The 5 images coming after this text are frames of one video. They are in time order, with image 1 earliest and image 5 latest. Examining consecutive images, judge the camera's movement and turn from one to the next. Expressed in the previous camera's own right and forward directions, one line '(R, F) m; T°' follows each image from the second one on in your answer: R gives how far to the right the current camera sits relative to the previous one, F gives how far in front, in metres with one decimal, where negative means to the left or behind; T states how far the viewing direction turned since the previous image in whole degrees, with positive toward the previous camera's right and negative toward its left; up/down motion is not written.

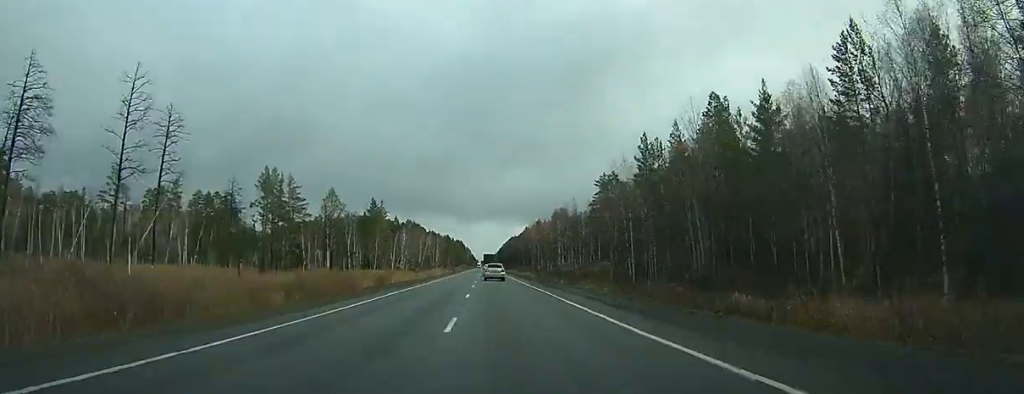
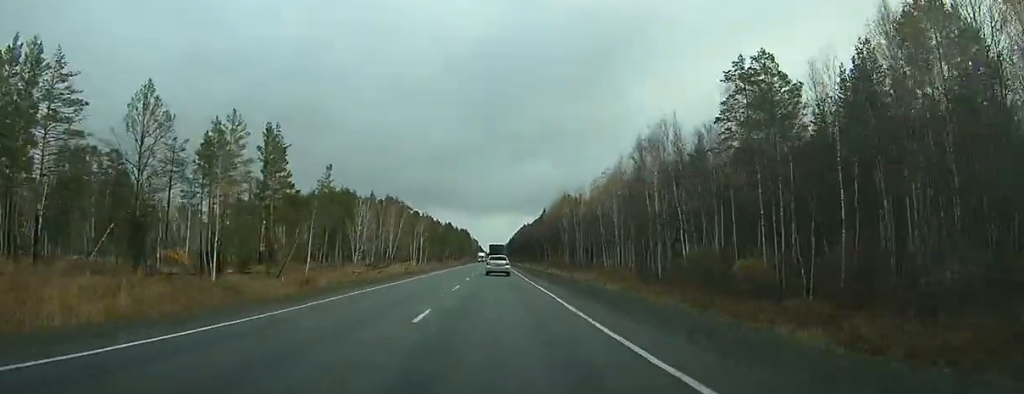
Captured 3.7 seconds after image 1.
(-1.0, +89.1) m; -1°
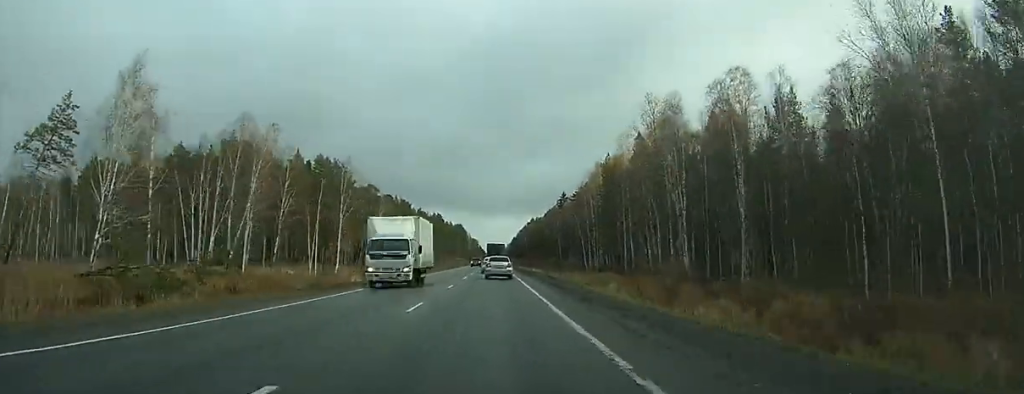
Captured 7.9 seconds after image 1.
(+0.7, +91.0) m; +1°
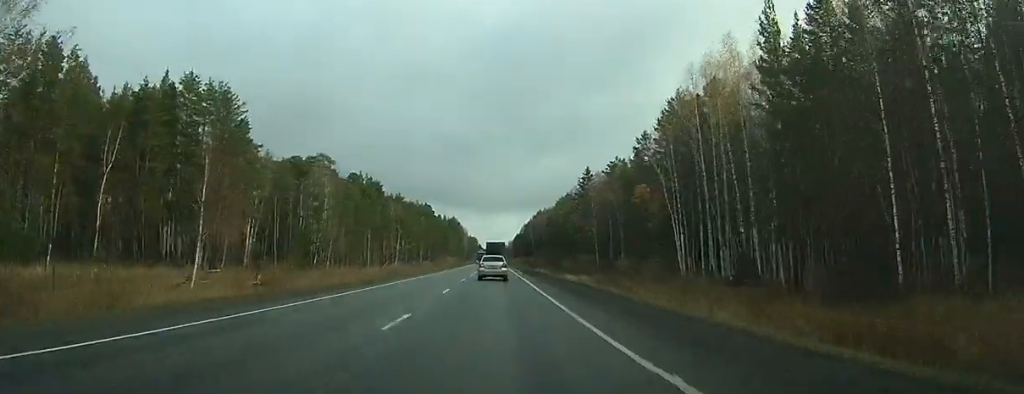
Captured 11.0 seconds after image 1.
(+0.1, +59.3) m; -1°
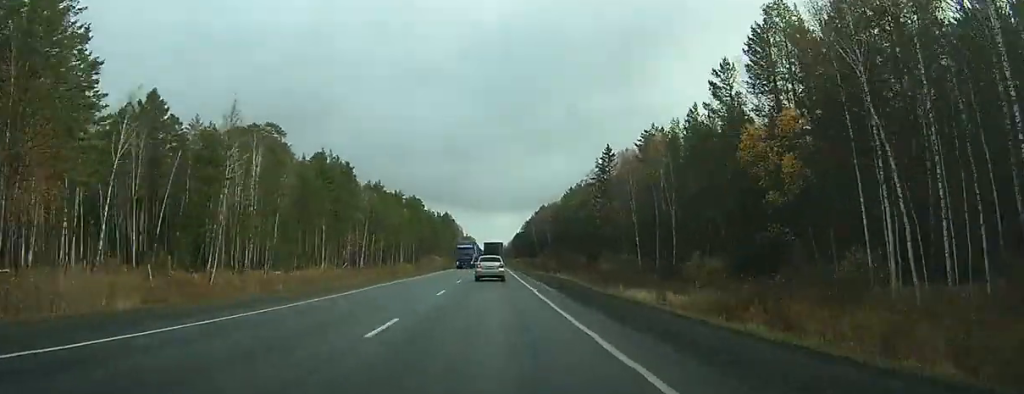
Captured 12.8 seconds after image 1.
(-0.4, +33.9) m; -1°
